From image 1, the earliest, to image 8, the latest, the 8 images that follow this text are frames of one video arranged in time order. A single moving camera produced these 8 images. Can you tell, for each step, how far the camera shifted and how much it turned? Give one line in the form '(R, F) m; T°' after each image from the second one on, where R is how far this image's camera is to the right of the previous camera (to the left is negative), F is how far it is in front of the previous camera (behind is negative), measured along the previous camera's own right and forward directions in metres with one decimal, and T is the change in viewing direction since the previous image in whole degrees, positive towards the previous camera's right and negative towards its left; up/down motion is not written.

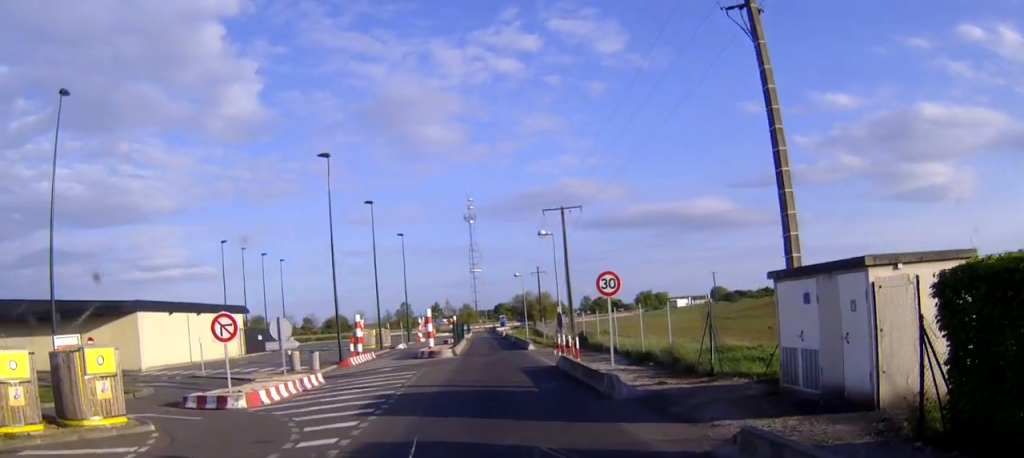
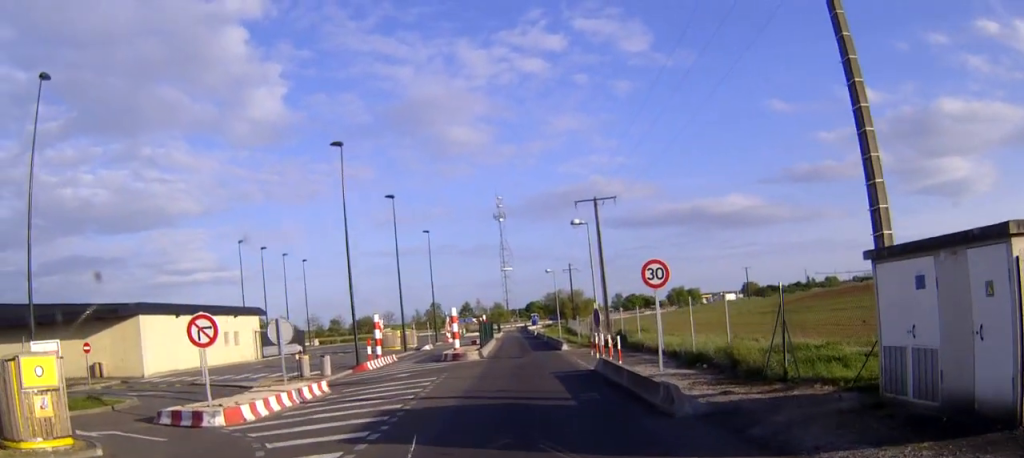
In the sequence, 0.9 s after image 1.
(0.0, +3.2) m; -1°
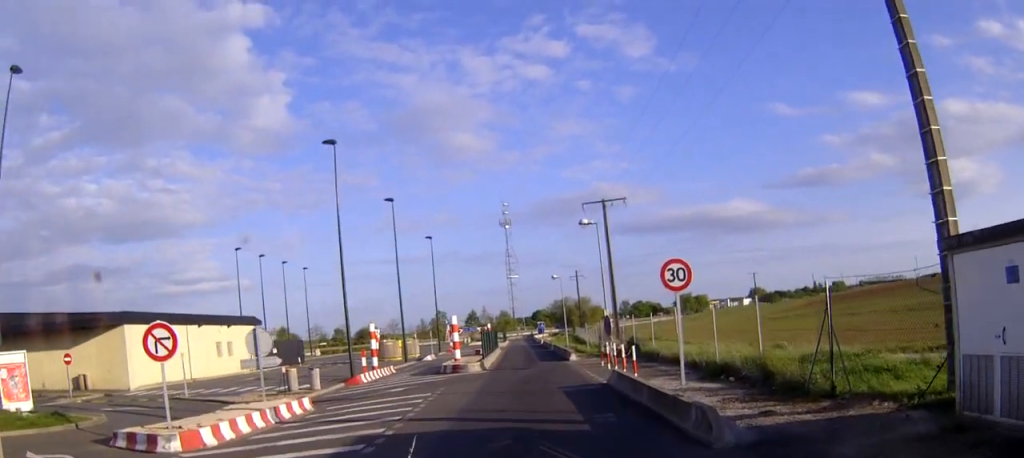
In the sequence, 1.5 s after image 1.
(0.0, +2.2) m; -1°
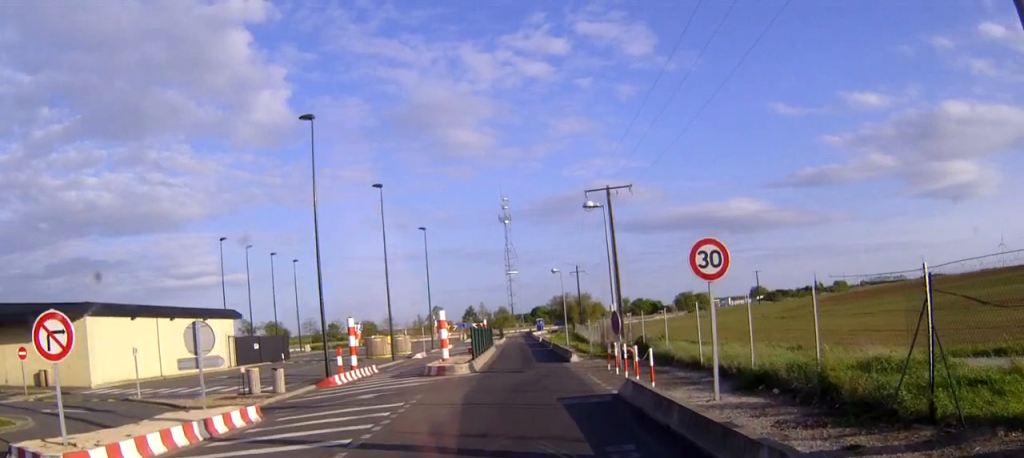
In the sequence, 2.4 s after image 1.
(-0.1, +3.5) m; -1°
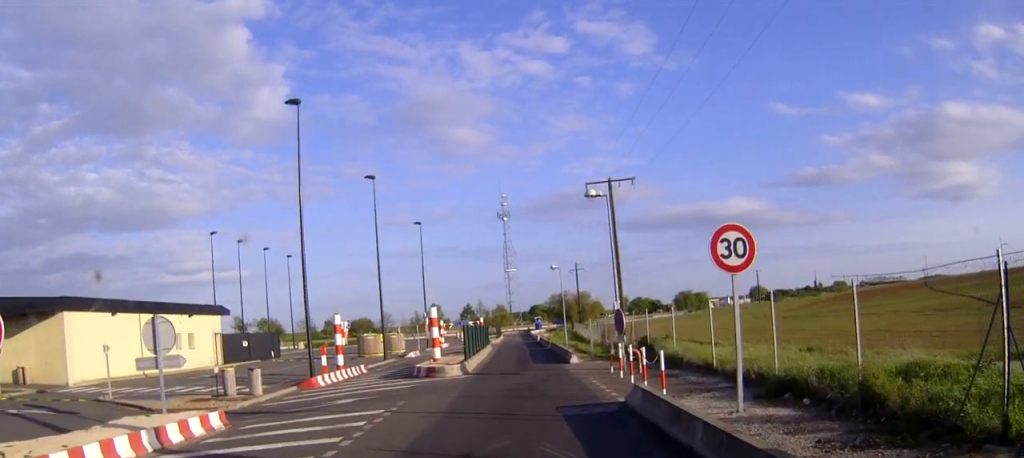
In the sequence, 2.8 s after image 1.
(0.0, +1.8) m; -1°
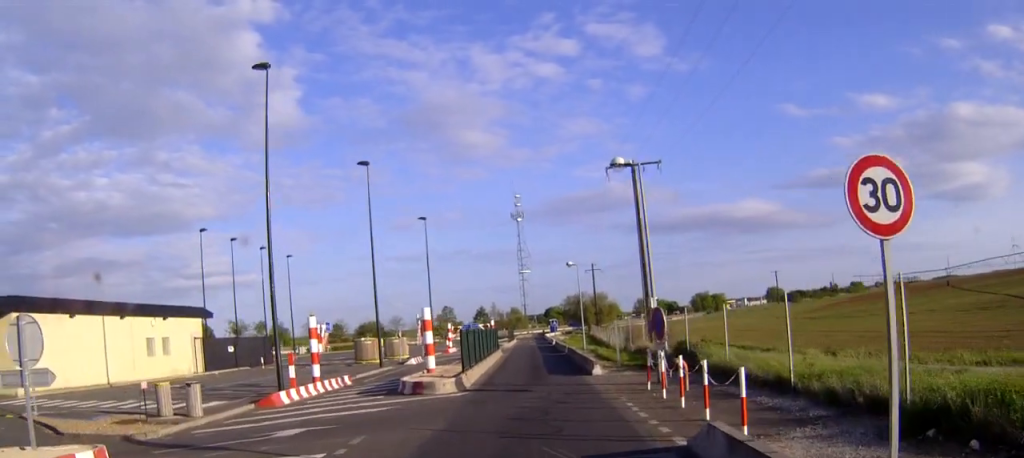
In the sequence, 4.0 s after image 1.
(-0.1, +5.1) m; -2°
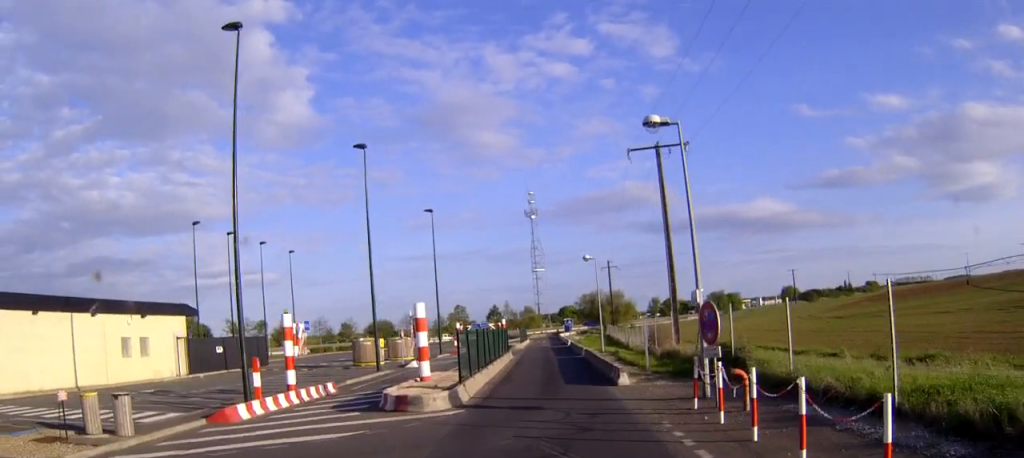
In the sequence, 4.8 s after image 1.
(-0.1, +4.0) m; -1°
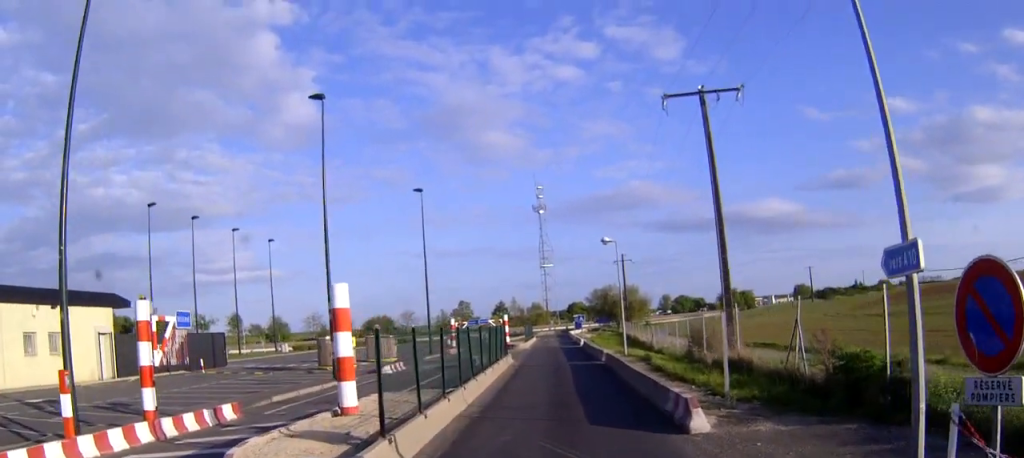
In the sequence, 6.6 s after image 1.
(-0.1, +8.9) m; -1°
